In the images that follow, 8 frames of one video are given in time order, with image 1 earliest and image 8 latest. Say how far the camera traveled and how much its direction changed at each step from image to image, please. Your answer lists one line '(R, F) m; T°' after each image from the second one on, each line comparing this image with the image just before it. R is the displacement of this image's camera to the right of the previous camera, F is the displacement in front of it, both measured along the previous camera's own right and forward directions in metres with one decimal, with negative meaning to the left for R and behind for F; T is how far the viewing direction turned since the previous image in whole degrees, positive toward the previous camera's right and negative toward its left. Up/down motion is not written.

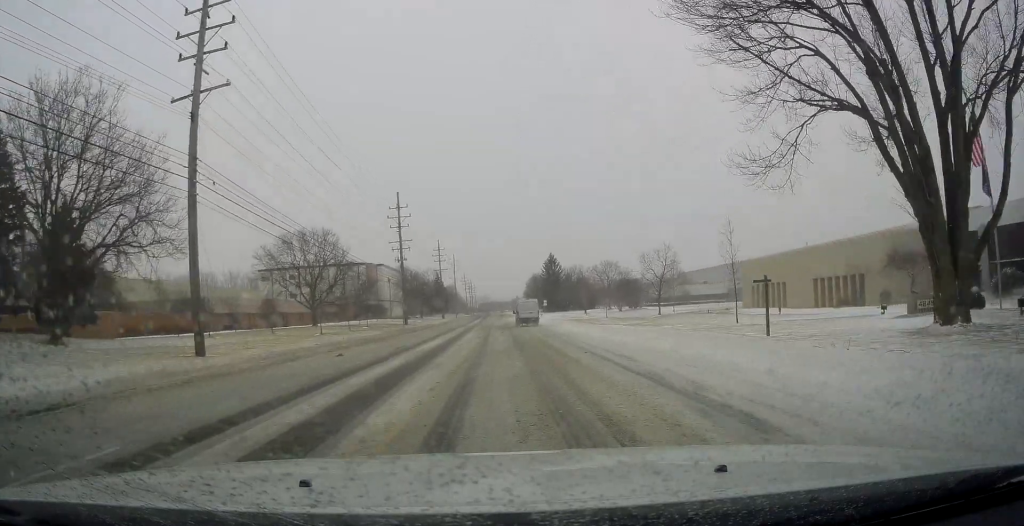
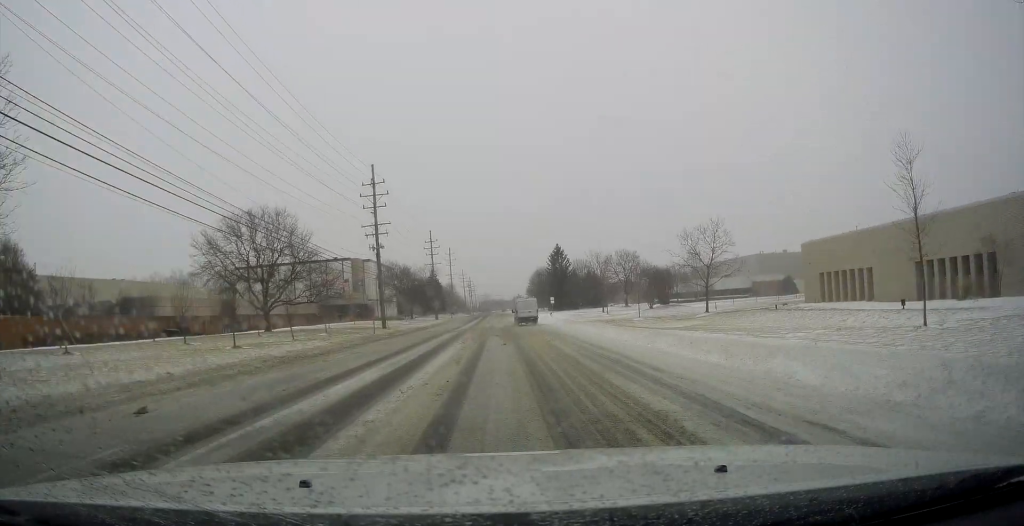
(+0.3, +14.8) m; +1°
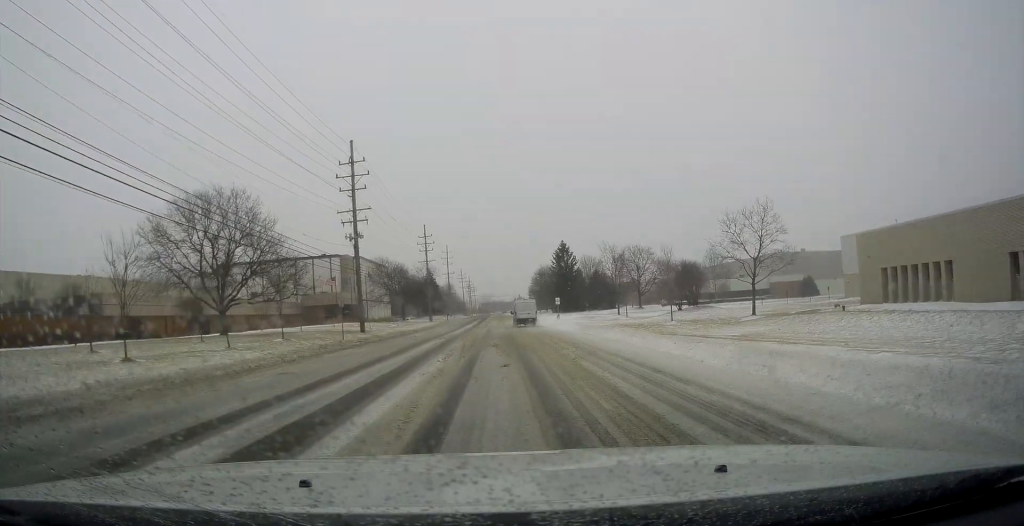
(0.0, +9.7) m; -2°
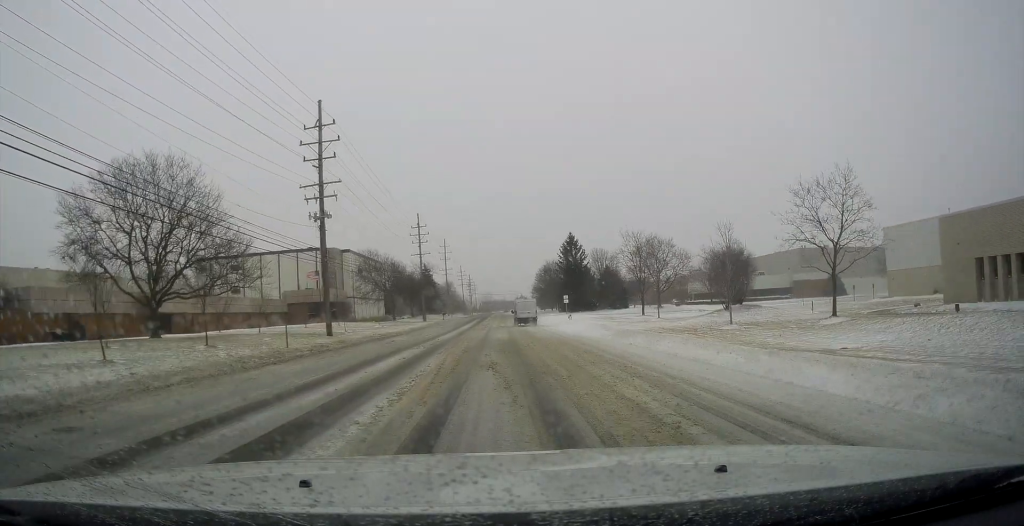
(-0.2, +10.2) m; -2°
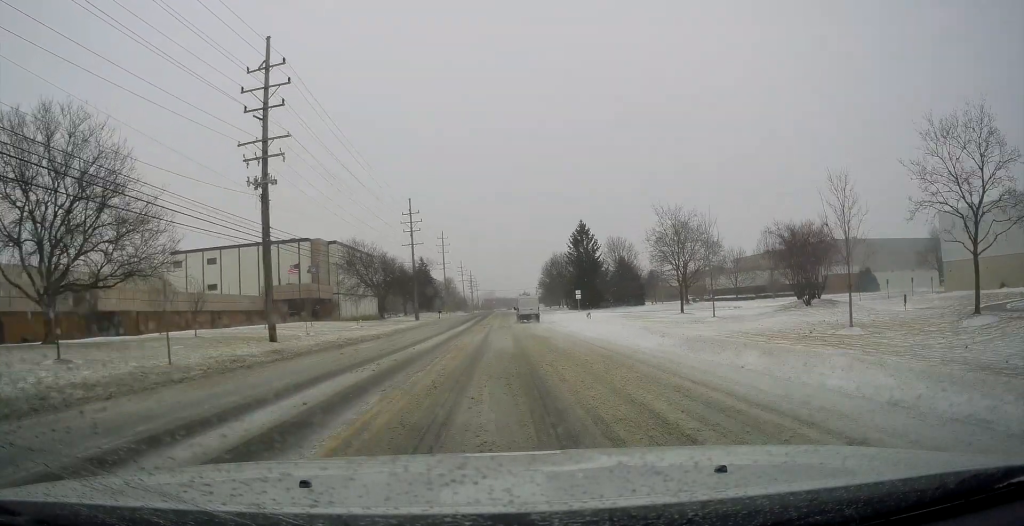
(-0.3, +10.9) m; -1°
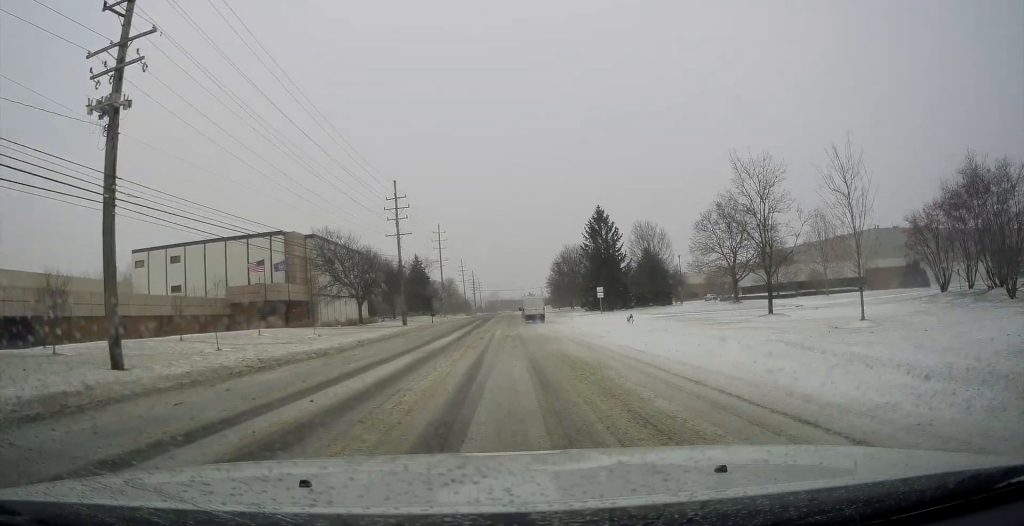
(+0.2, +14.1) m; 0°
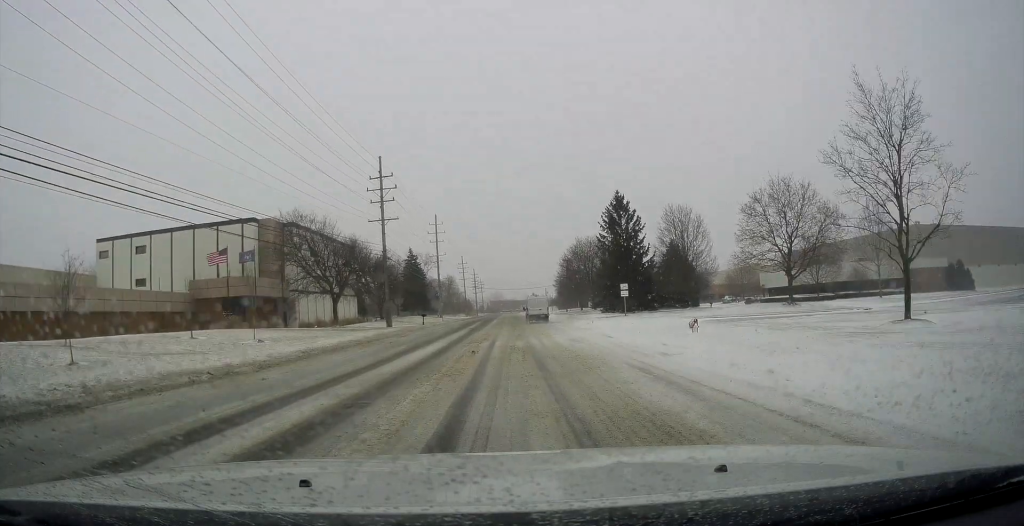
(-0.2, +10.6) m; +1°
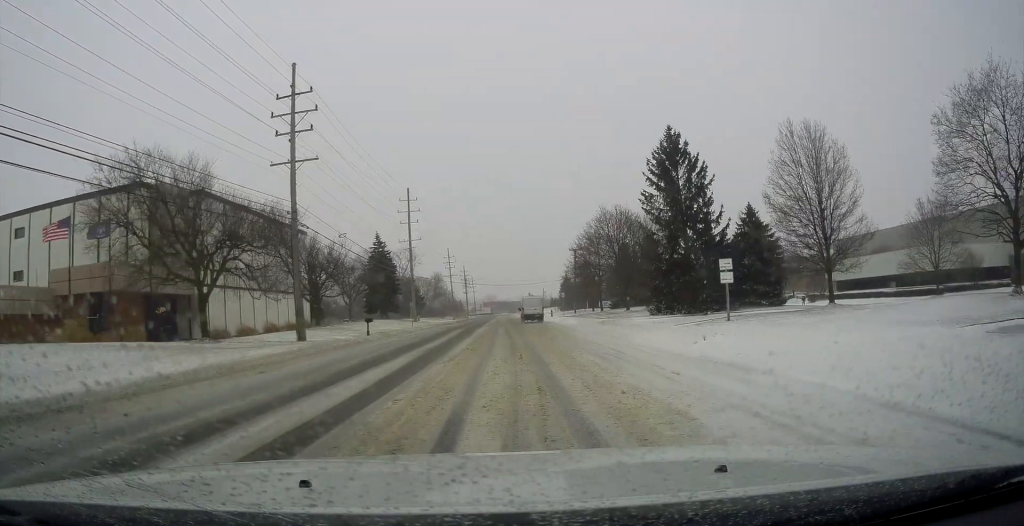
(+0.6, +23.7) m; +2°
